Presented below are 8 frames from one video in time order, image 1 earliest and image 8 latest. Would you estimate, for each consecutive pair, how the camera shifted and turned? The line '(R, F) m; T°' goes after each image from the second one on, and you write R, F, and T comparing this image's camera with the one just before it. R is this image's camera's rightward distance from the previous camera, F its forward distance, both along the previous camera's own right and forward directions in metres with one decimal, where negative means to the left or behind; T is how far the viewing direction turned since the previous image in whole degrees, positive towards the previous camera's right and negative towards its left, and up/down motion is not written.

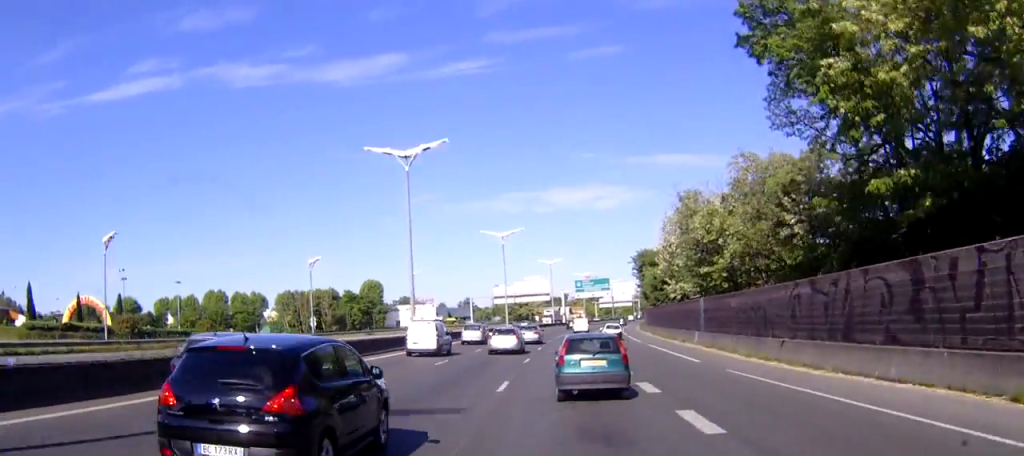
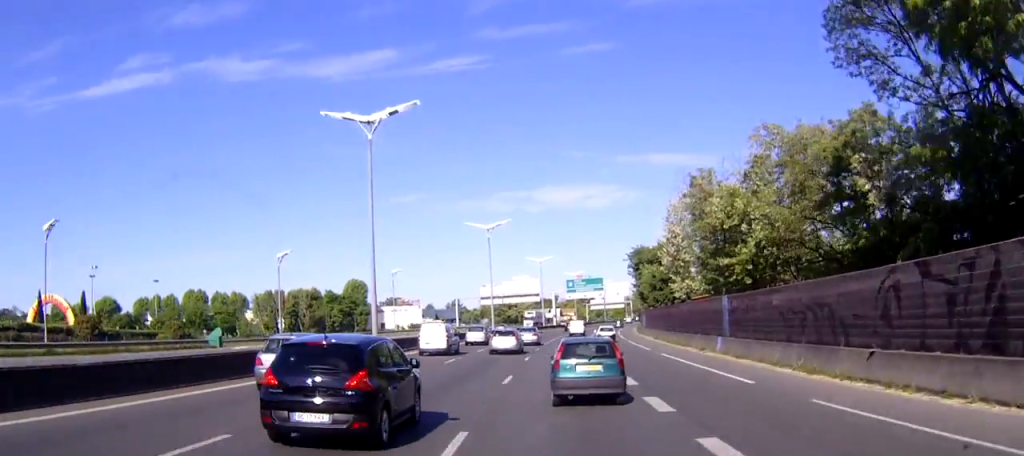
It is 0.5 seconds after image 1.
(-0.1, +9.2) m; 0°
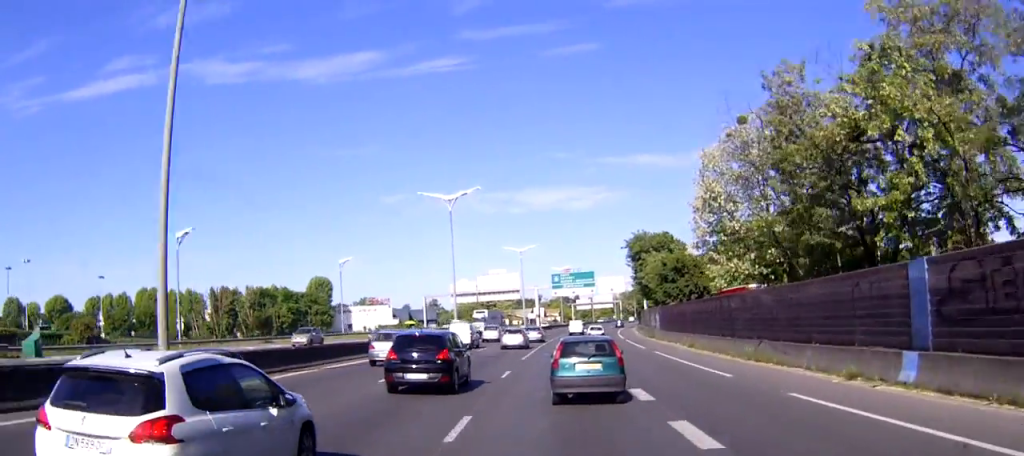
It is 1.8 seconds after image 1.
(+0.4, +23.9) m; +1°
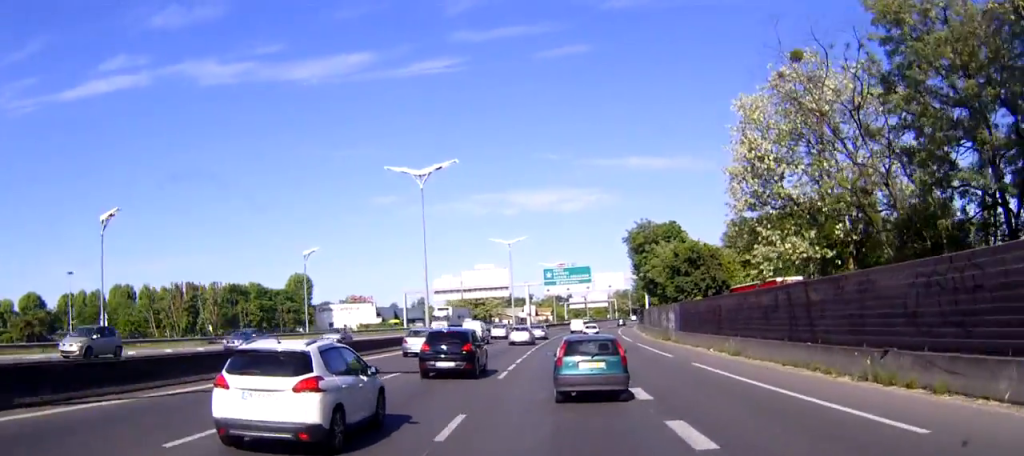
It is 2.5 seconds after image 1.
(0.0, +12.9) m; +1°
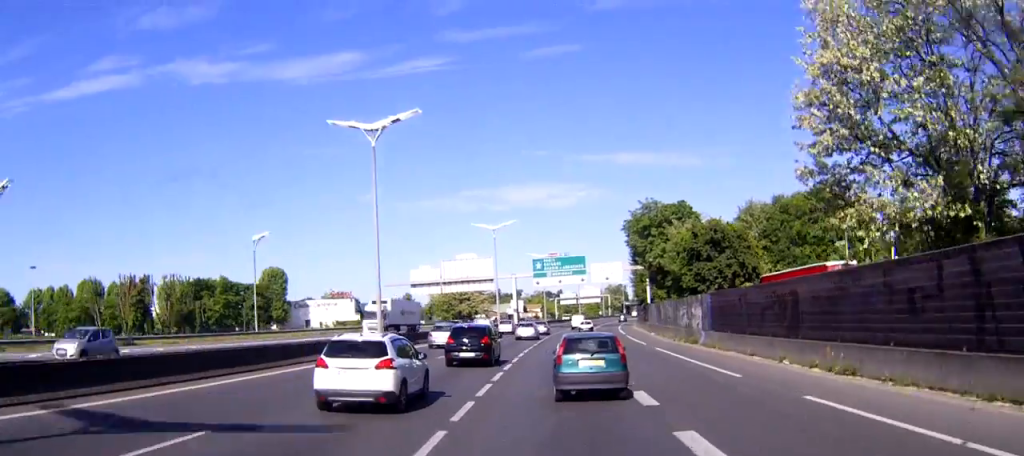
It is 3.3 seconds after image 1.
(+0.1, +14.2) m; +1°
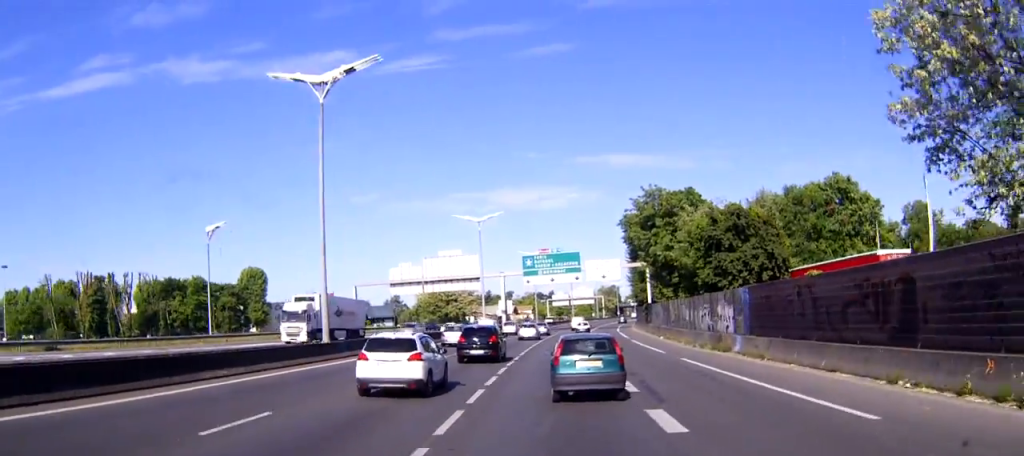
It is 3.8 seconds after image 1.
(0.0, +9.9) m; +1°
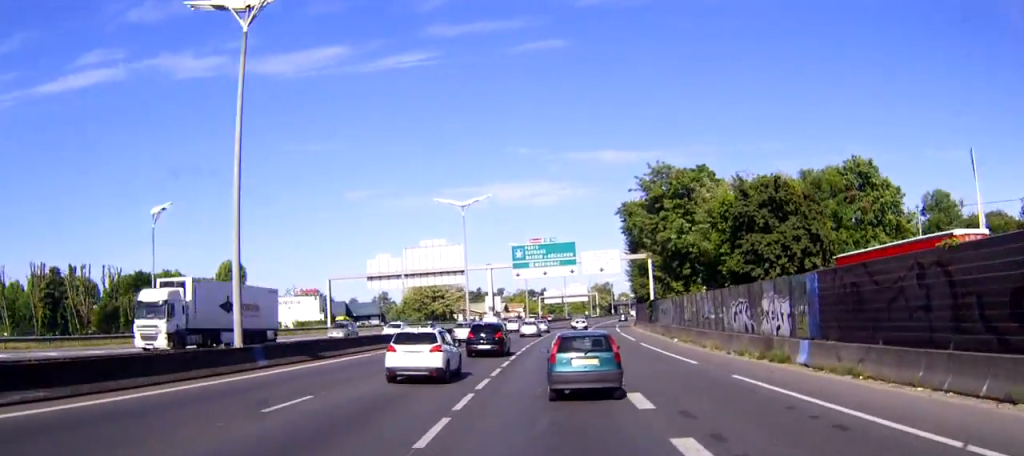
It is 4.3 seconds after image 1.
(+0.1, +9.9) m; 0°
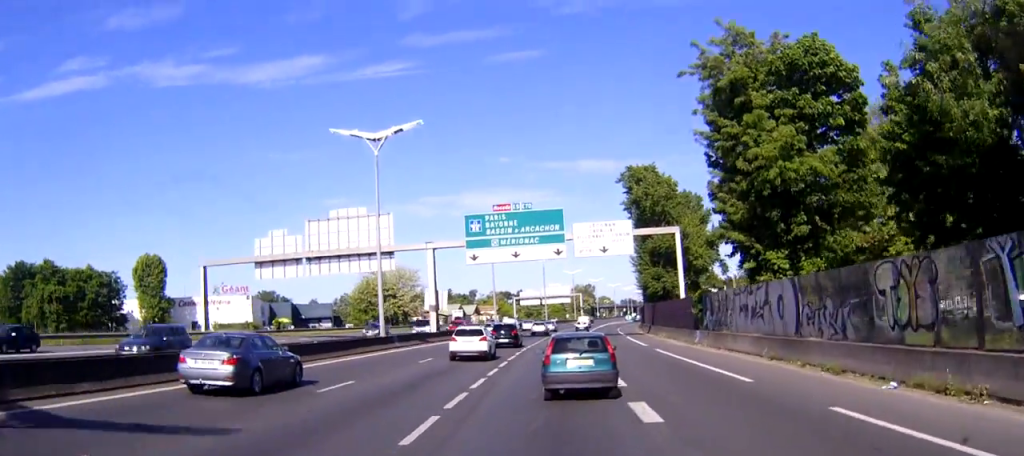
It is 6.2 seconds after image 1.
(+0.5, +34.0) m; +2°
